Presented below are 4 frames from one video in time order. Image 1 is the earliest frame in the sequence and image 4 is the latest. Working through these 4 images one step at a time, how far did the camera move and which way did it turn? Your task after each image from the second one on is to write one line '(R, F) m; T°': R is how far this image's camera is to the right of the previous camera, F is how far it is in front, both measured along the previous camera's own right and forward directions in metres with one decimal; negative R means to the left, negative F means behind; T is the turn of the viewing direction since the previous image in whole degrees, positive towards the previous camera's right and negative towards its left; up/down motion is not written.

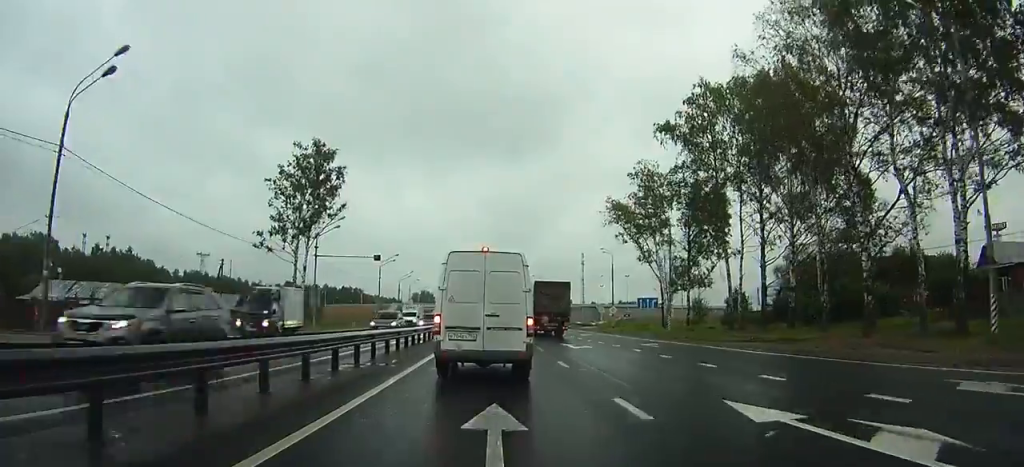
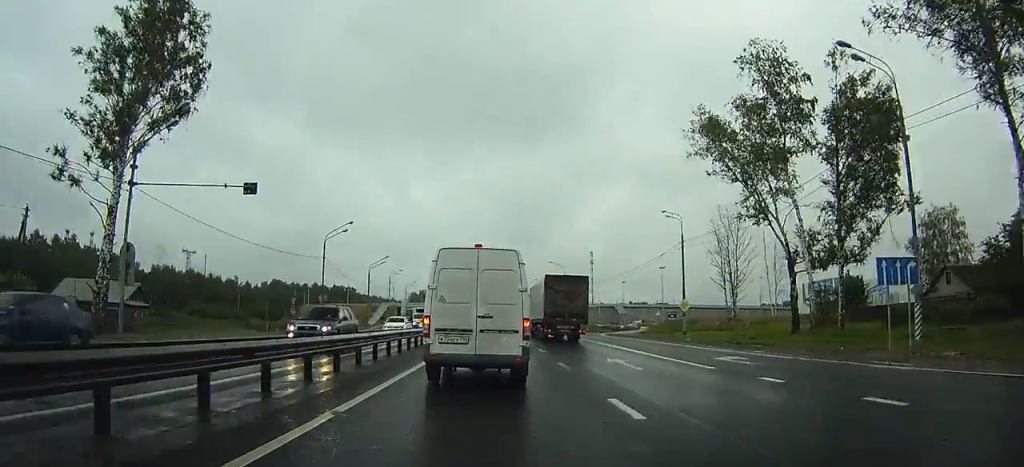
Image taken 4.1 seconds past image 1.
(-0.4, +33.2) m; 0°
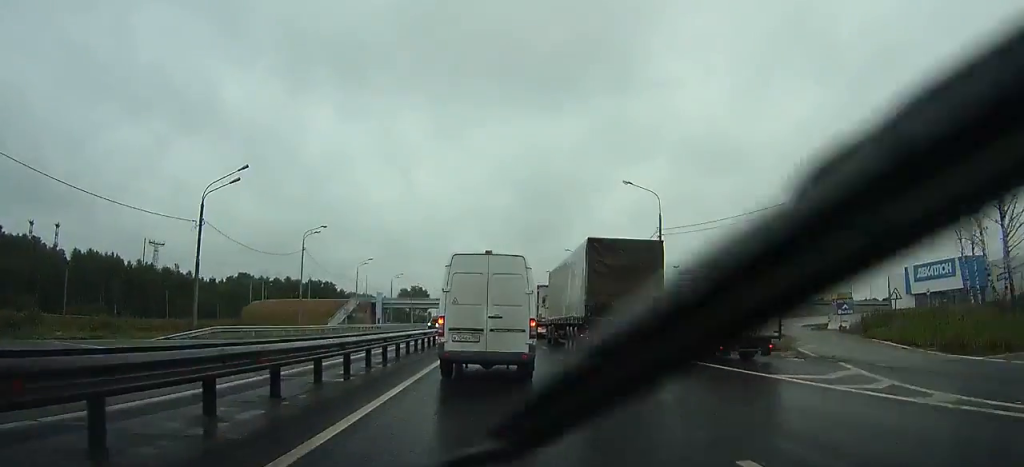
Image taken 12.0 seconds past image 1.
(+0.8, +52.7) m; 0°
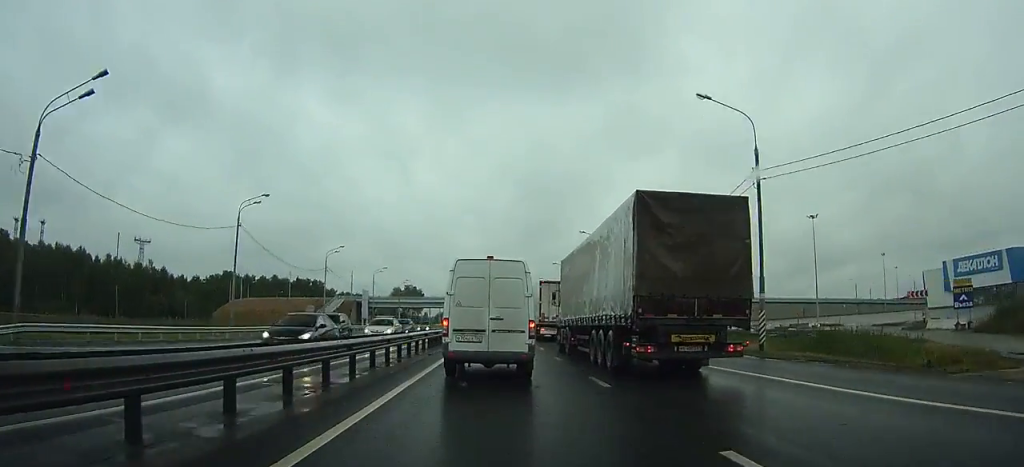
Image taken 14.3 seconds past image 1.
(-0.1, +14.9) m; -1°
